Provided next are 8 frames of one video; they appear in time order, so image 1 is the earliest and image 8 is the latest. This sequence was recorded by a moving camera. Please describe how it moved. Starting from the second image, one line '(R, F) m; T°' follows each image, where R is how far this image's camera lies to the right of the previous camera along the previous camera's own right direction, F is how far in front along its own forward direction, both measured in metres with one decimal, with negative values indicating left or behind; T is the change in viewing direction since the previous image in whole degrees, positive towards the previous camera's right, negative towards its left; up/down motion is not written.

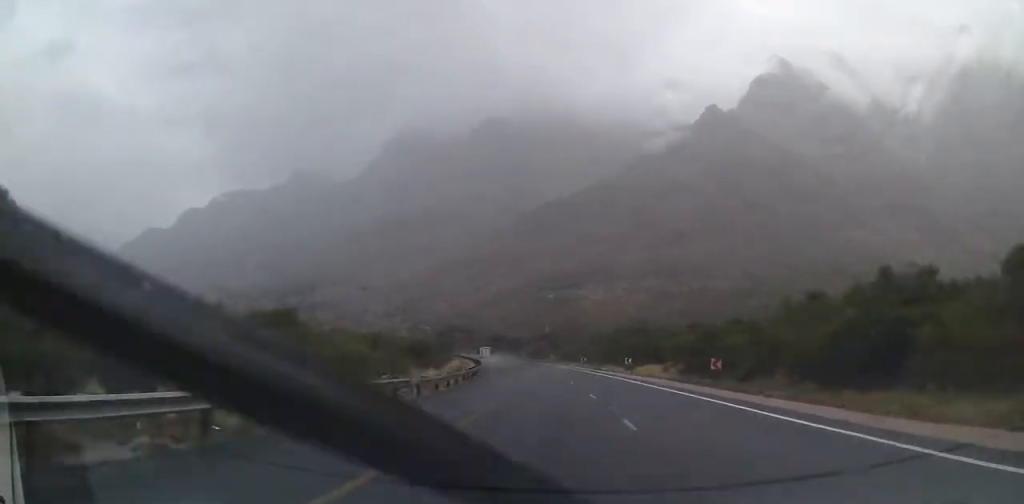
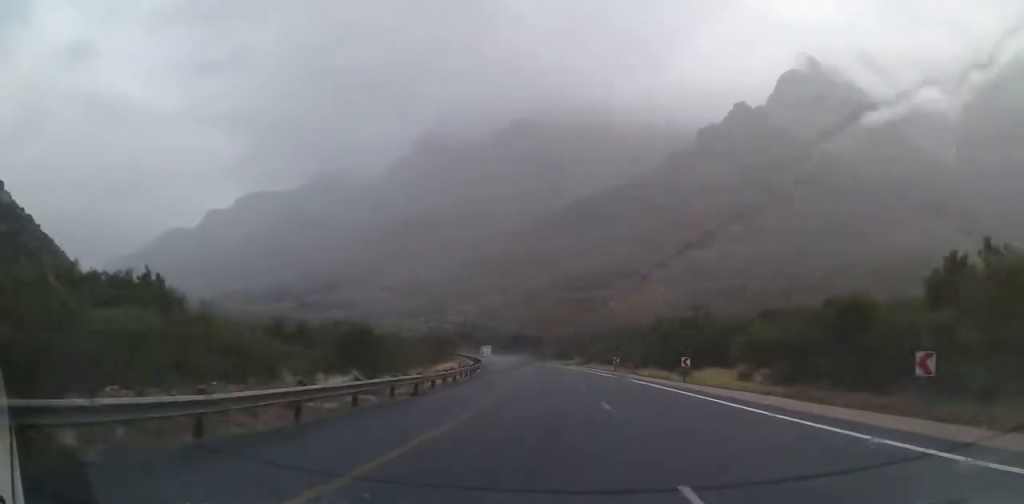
(-0.4, +19.3) m; -2°
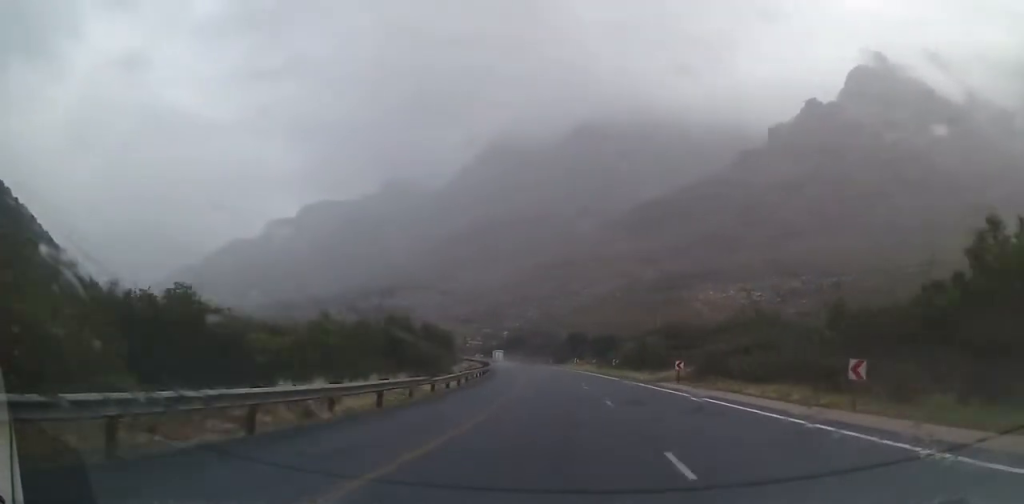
(-3.0, +44.4) m; -8°
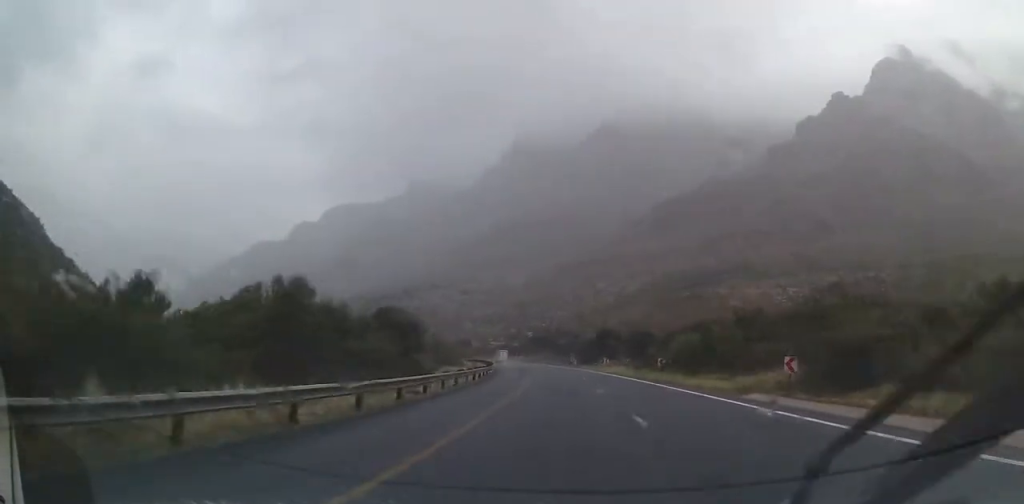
(-0.7, +18.1) m; -2°
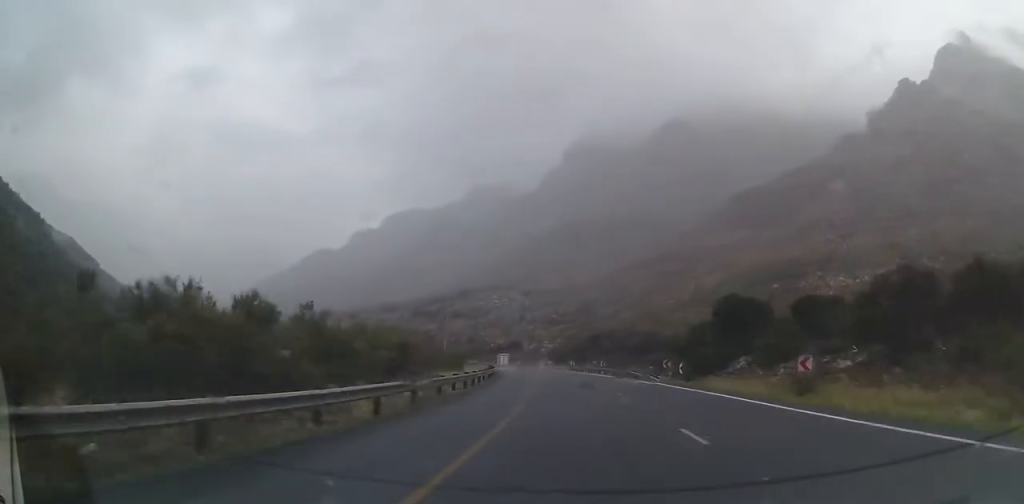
(-4.1, +50.2) m; -10°
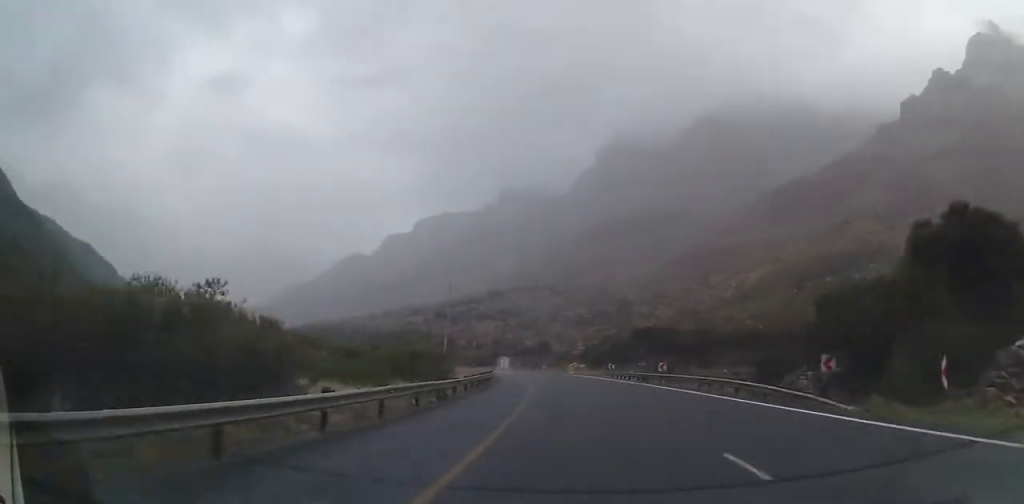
(-0.4, +26.9) m; -1°
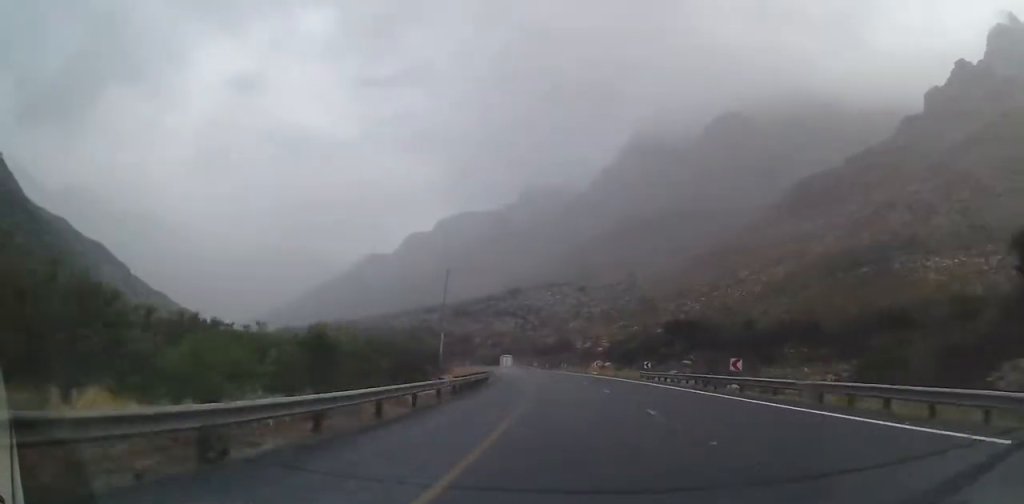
(0.0, +16.1) m; -2°
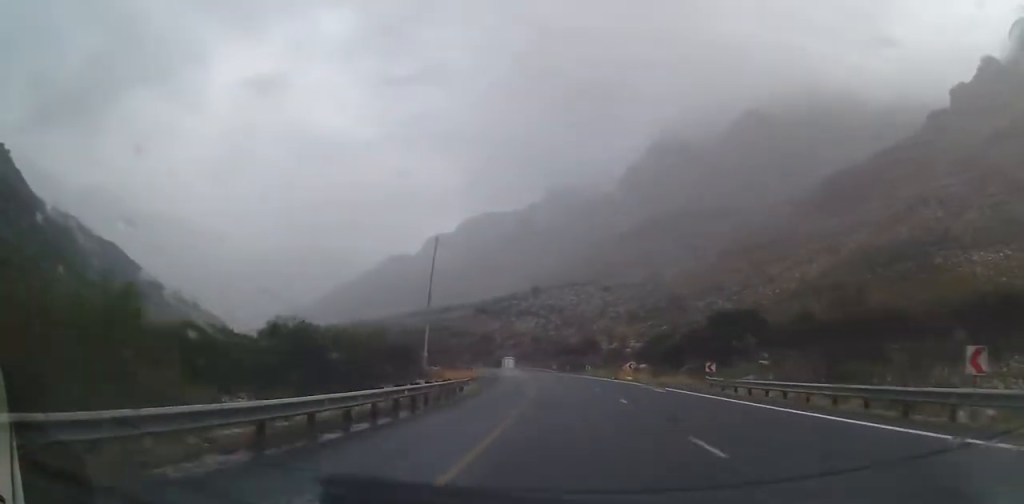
(+0.1, +17.9) m; -3°
